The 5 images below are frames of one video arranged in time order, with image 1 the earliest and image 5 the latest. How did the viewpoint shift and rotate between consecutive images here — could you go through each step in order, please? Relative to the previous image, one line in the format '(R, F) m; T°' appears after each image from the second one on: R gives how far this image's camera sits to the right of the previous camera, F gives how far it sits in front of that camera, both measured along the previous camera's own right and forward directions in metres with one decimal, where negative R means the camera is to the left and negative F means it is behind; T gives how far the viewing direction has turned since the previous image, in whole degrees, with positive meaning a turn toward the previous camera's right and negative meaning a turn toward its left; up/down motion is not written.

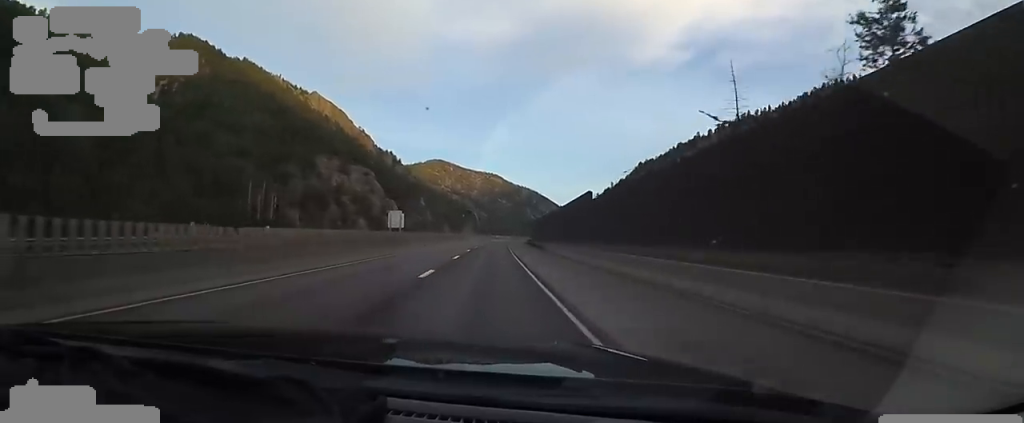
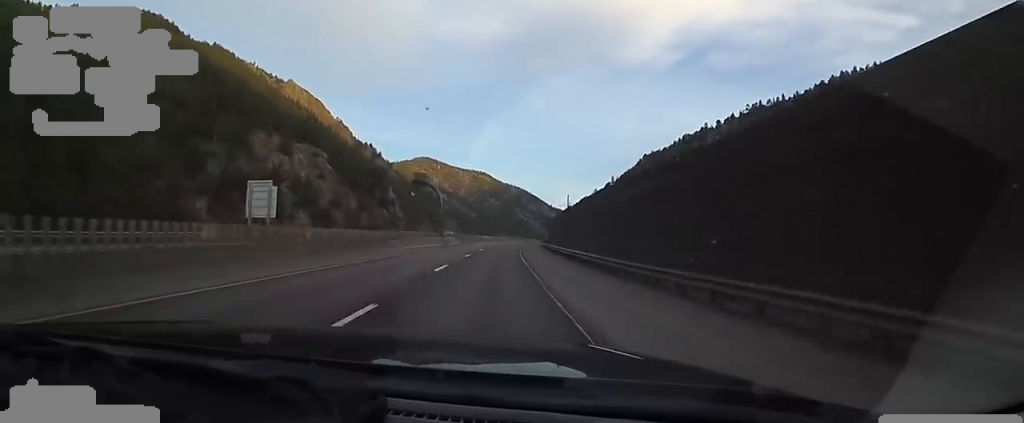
(-2.6, +57.0) m; -2°
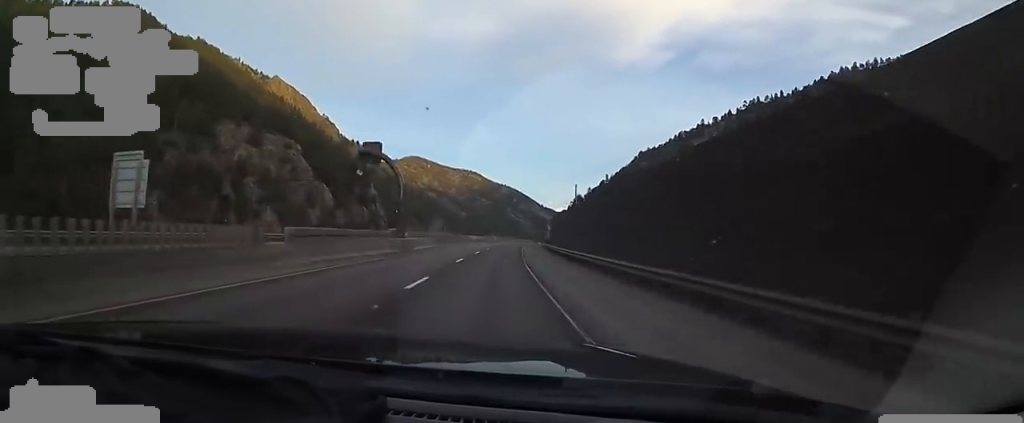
(+0.8, +17.6) m; +4°
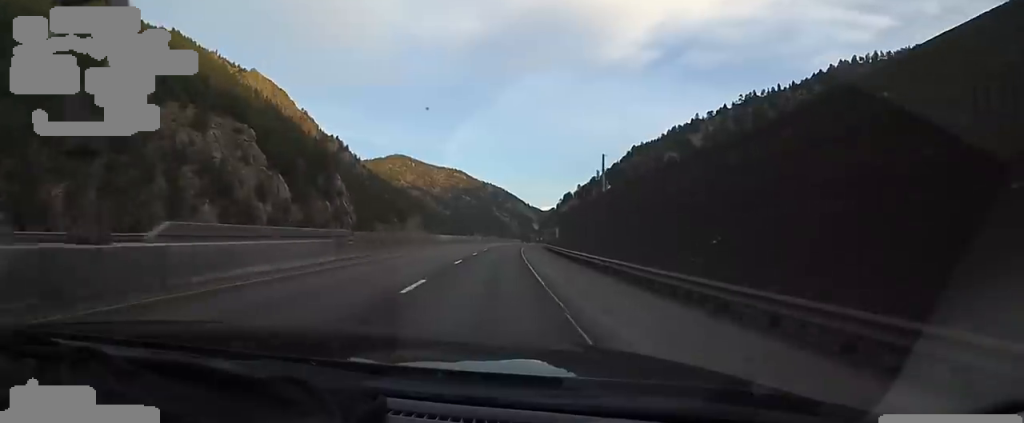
(+1.2, +25.5) m; +2°
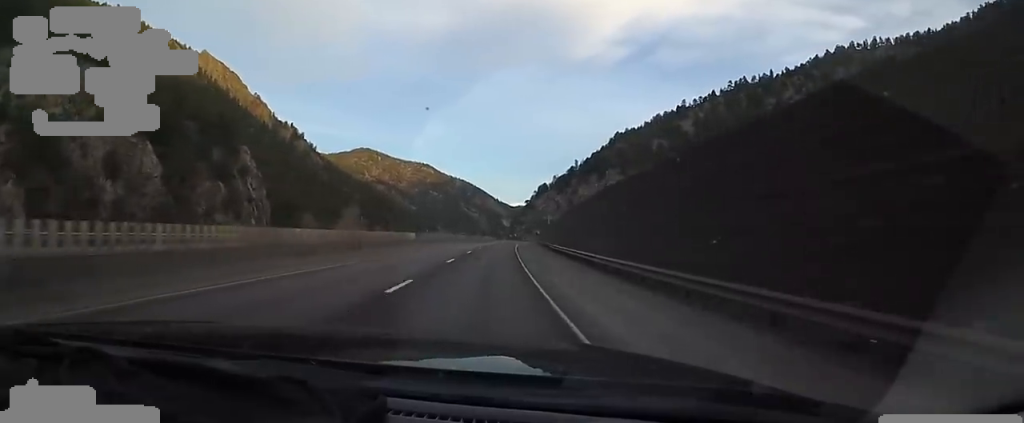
(0.0, +48.5) m; +3°
